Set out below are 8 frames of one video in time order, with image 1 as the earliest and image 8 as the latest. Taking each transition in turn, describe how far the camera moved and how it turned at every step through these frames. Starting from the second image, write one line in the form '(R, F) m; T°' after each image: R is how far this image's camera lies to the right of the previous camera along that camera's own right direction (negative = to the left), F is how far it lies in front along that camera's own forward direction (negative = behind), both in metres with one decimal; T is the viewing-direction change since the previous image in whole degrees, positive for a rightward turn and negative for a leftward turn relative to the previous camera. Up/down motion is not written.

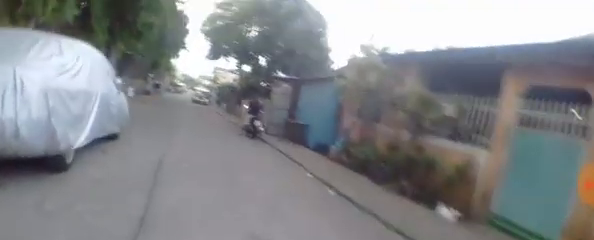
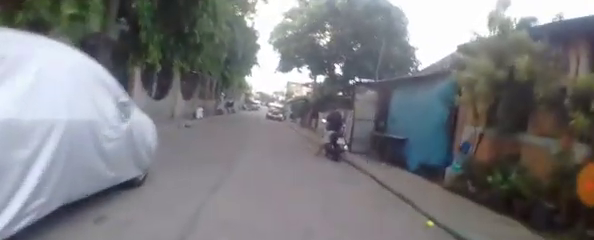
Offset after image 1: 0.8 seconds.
(-0.1, +2.5) m; -9°
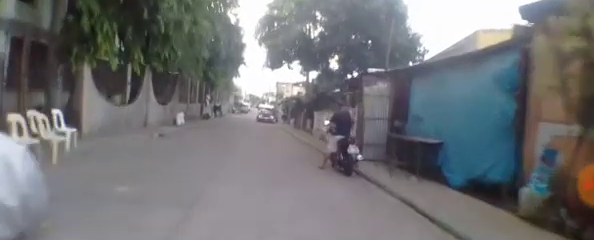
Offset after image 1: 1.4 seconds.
(-0.1, +2.3) m; -9°
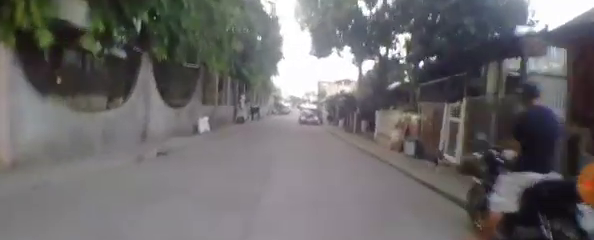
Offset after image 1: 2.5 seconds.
(-0.8, +4.9) m; -14°
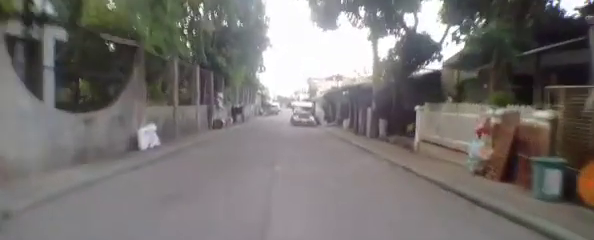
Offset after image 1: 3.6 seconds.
(-0.6, +6.2) m; -3°
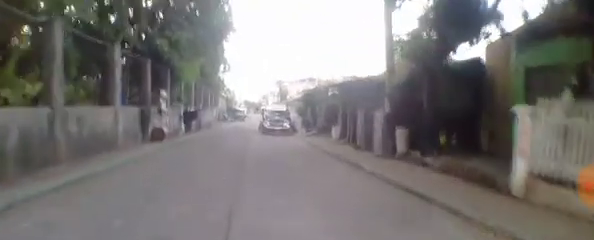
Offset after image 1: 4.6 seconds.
(+0.3, +5.3) m; +2°
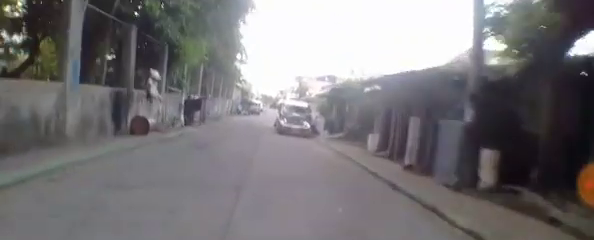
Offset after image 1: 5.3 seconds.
(+0.2, +3.3) m; -2°
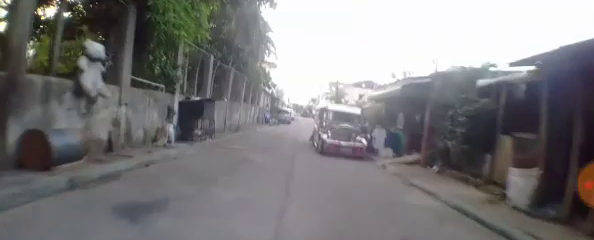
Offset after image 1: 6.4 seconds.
(-0.8, +5.6) m; -3°
